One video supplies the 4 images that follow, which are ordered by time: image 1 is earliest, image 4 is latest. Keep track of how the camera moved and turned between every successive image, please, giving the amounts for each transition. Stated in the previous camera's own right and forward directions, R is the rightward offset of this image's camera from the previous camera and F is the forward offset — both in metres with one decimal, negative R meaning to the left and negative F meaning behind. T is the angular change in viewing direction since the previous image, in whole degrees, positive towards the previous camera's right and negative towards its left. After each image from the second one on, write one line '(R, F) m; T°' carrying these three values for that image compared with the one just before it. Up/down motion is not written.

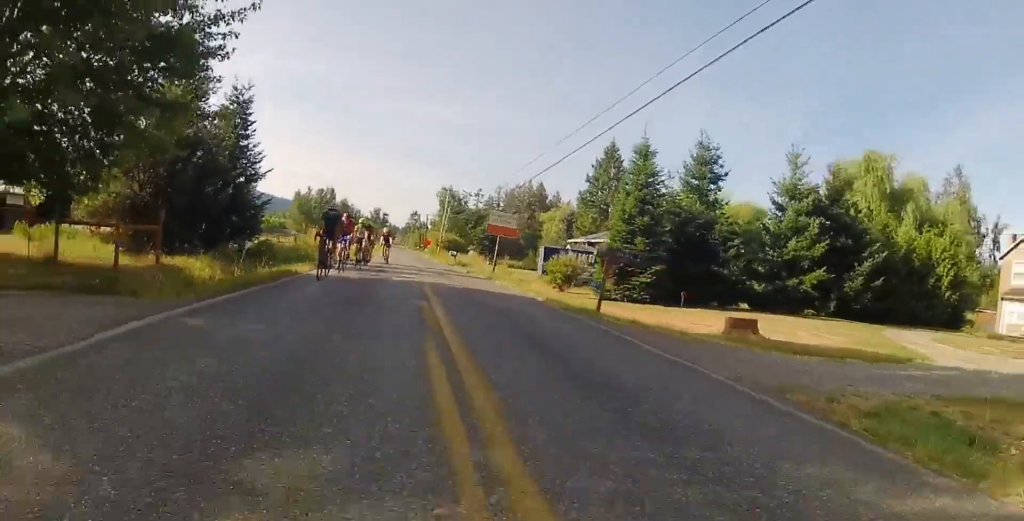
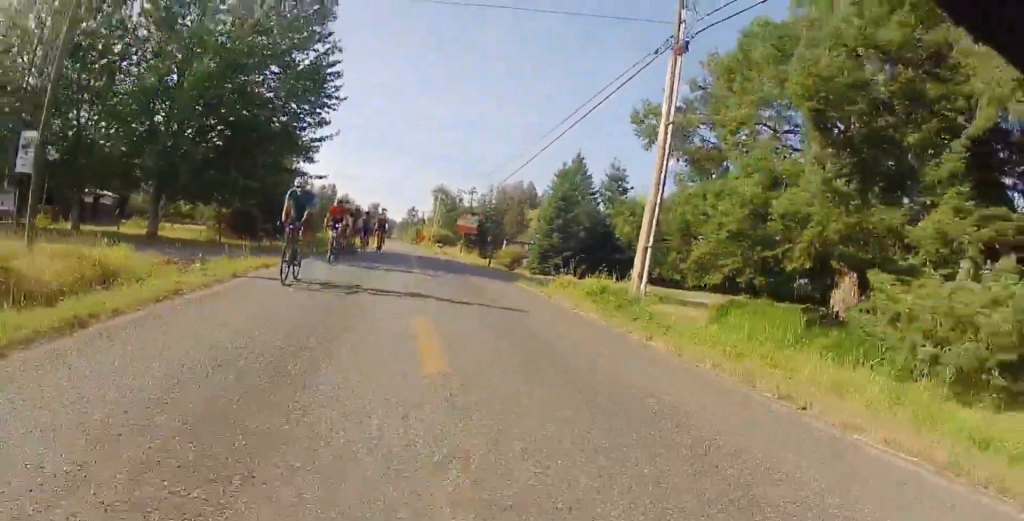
(-0.2, +15.3) m; -3°
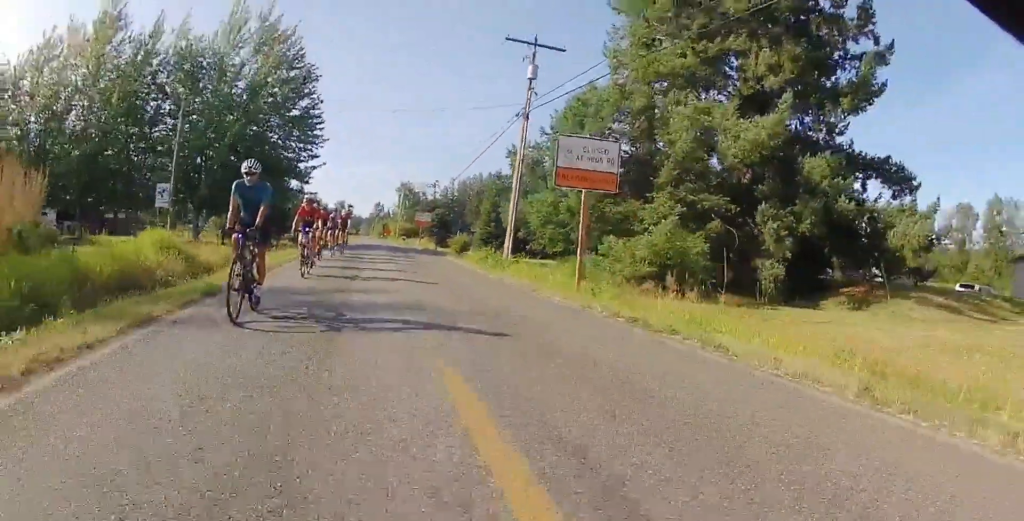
(0.0, +11.2) m; 0°
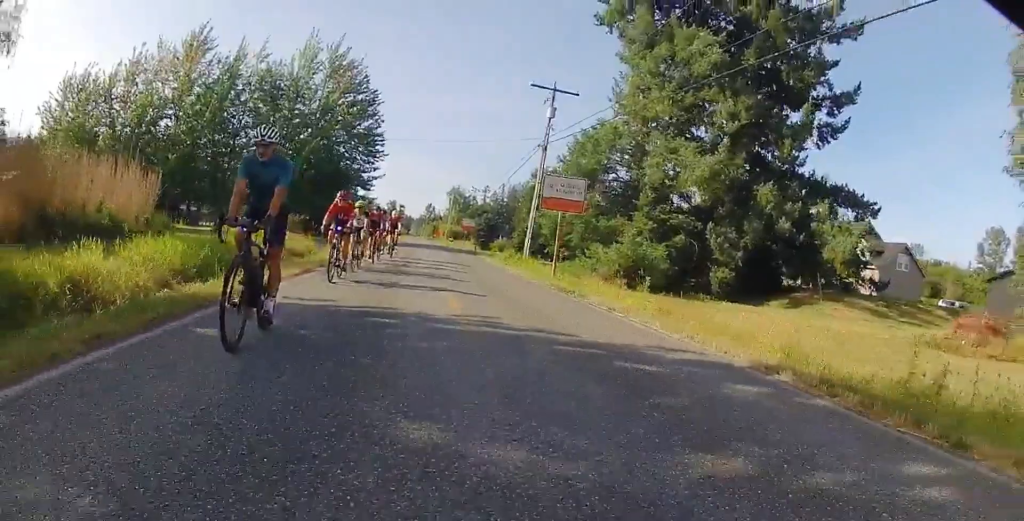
(0.0, +7.3) m; +1°
